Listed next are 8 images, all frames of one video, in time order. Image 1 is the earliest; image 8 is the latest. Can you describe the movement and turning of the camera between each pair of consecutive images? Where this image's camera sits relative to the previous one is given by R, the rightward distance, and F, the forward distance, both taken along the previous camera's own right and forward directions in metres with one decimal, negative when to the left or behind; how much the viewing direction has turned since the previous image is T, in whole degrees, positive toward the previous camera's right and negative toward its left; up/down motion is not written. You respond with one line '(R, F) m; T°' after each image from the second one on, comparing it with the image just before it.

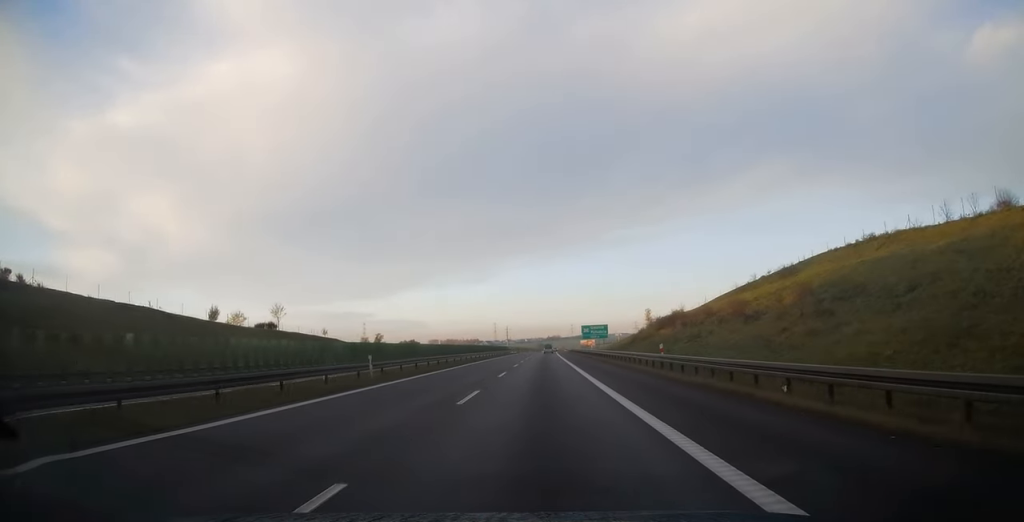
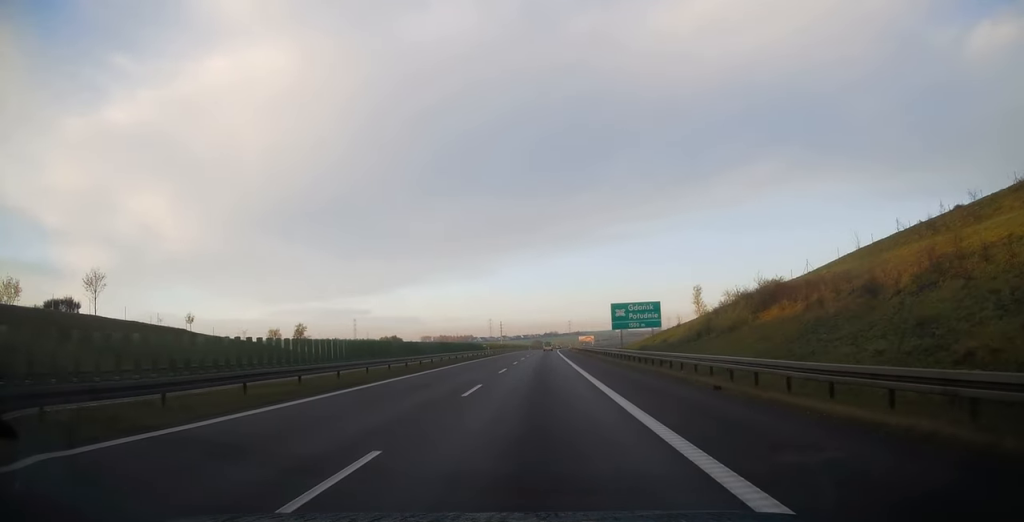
(+0.3, +46.3) m; +1°
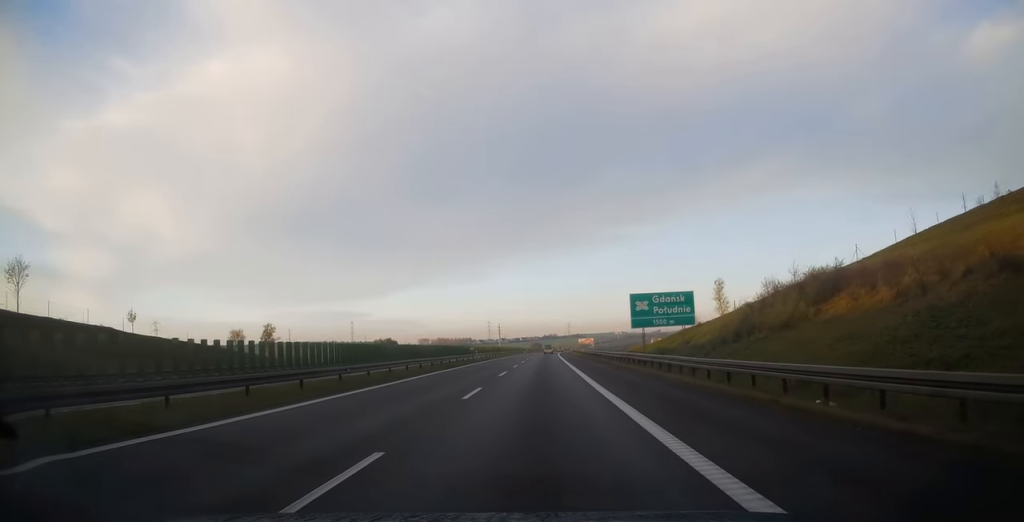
(+0.2, +11.8) m; 0°
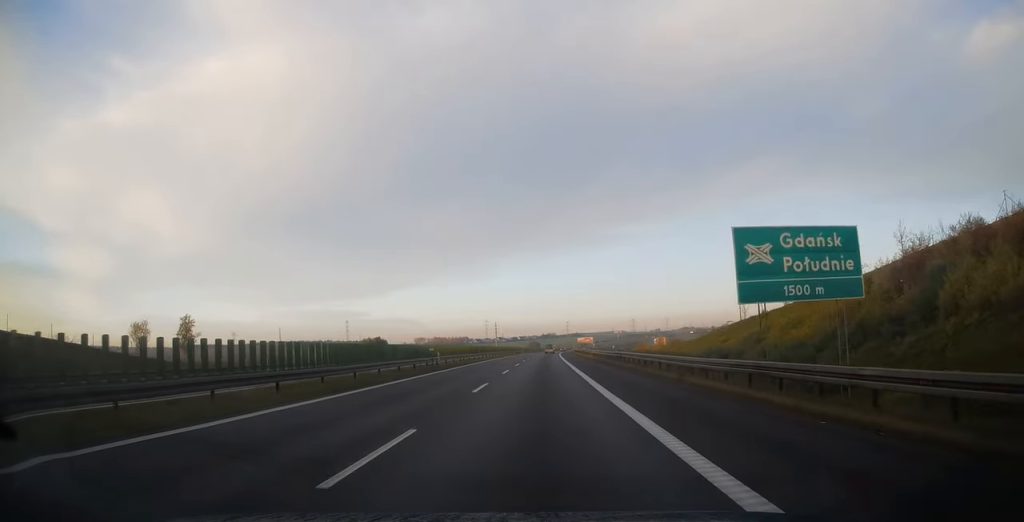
(-0.1, +21.9) m; 0°
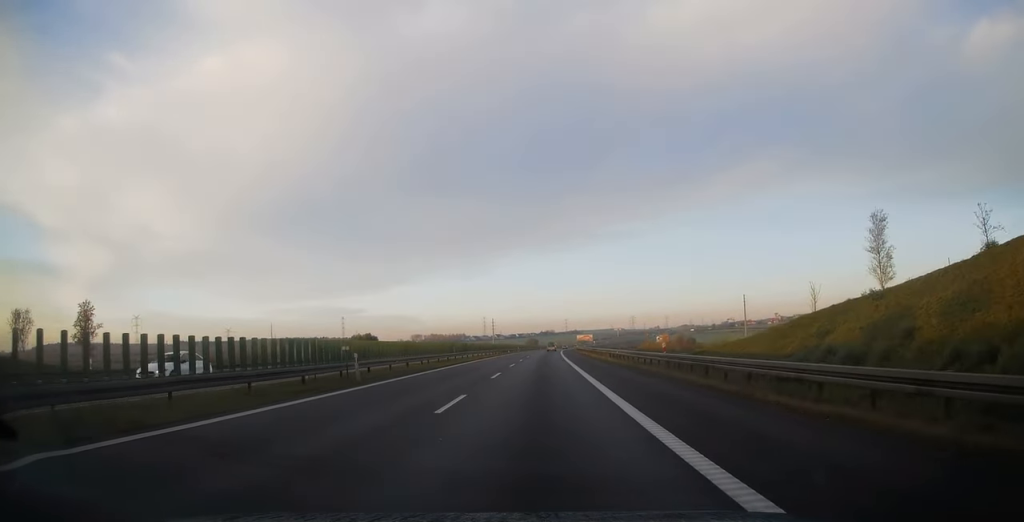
(-0.1, +17.9) m; 0°
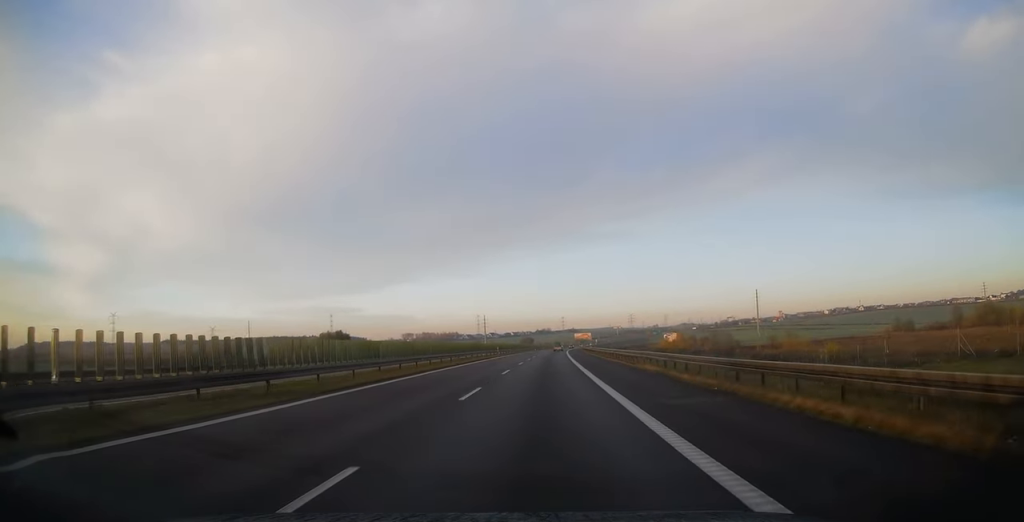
(0.0, +45.2) m; +1°
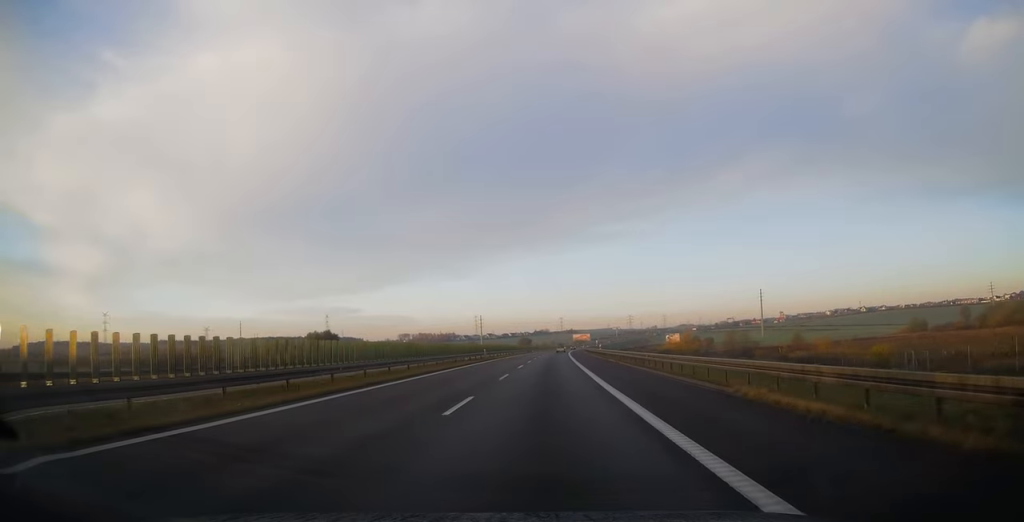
(+0.1, +14.8) m; 0°
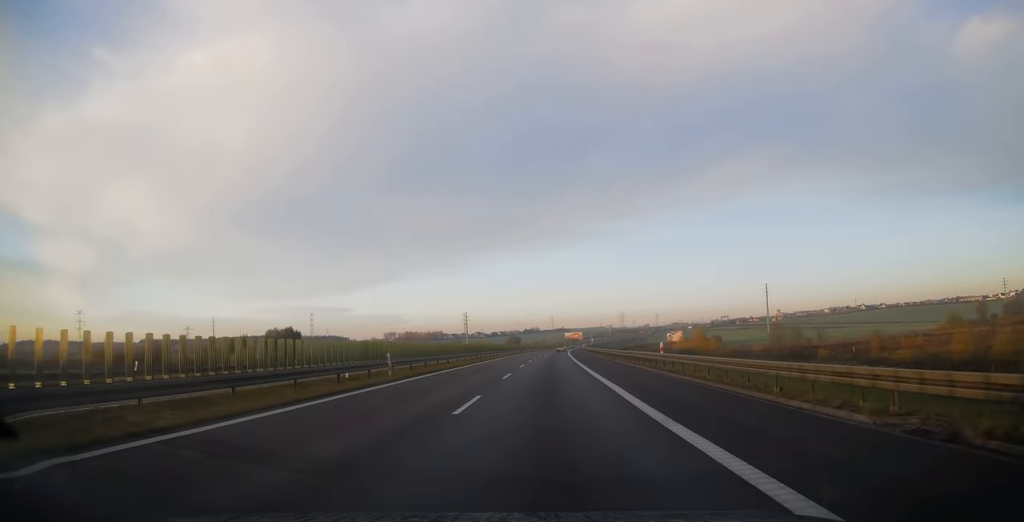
(0.0, +35.6) m; +1°
